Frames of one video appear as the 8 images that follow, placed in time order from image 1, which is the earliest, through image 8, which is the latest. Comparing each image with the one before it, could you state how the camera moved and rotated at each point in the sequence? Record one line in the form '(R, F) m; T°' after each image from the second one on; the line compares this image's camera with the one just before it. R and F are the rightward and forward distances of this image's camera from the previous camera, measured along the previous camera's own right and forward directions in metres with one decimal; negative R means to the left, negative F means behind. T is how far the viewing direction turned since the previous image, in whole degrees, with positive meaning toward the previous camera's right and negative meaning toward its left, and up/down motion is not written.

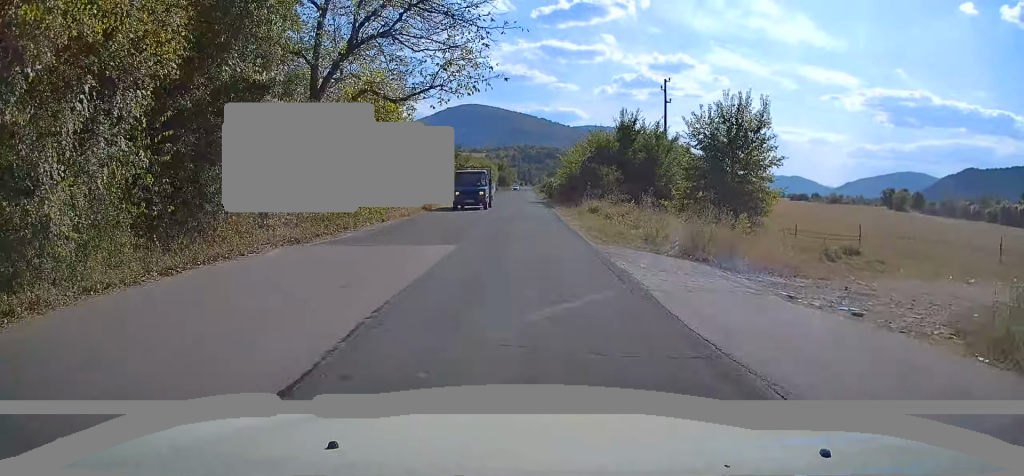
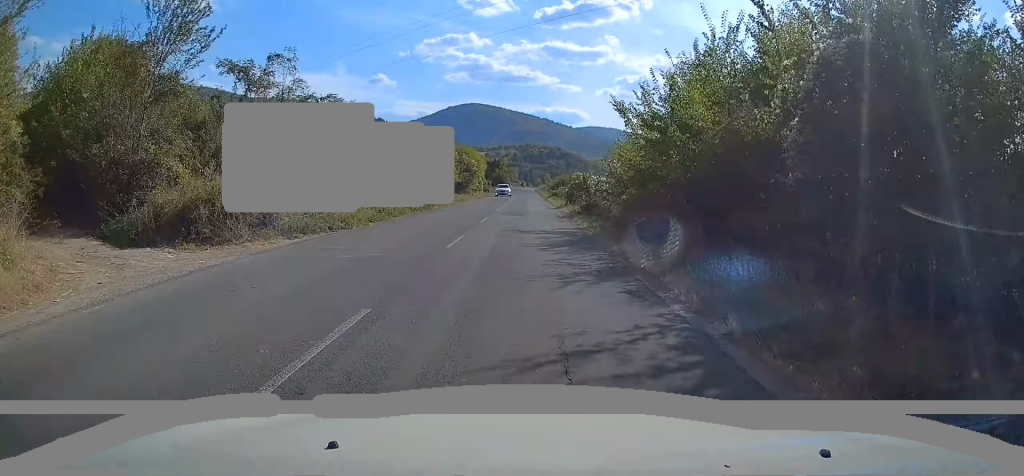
(-0.4, +38.5) m; -1°
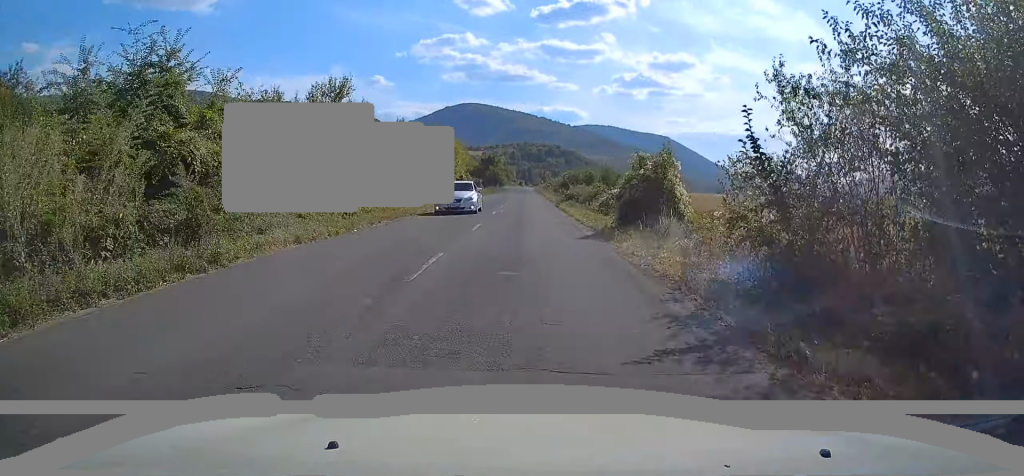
(+0.1, +22.3) m; 0°
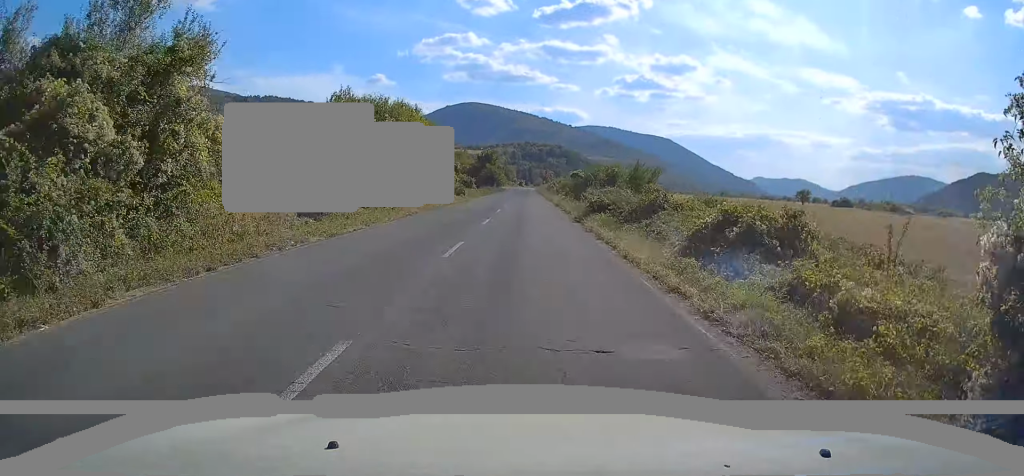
(0.0, +15.0) m; 0°
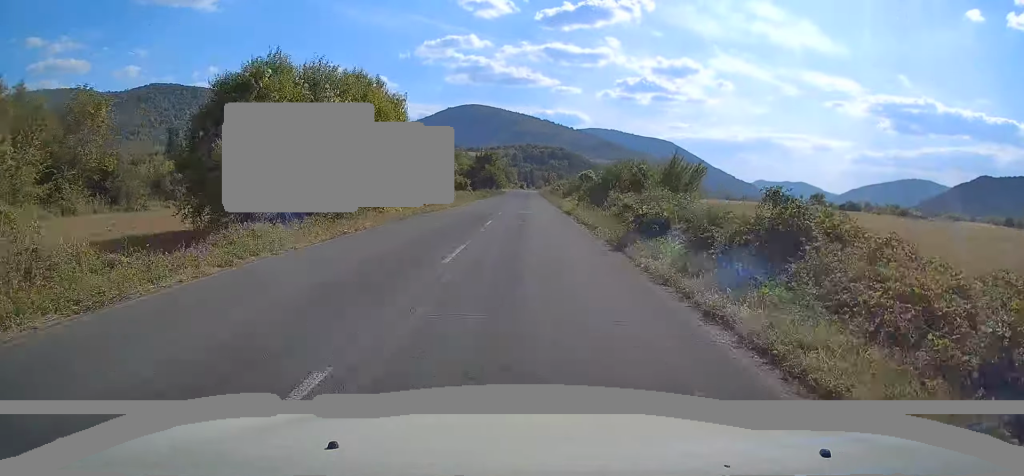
(0.0, +9.8) m; 0°
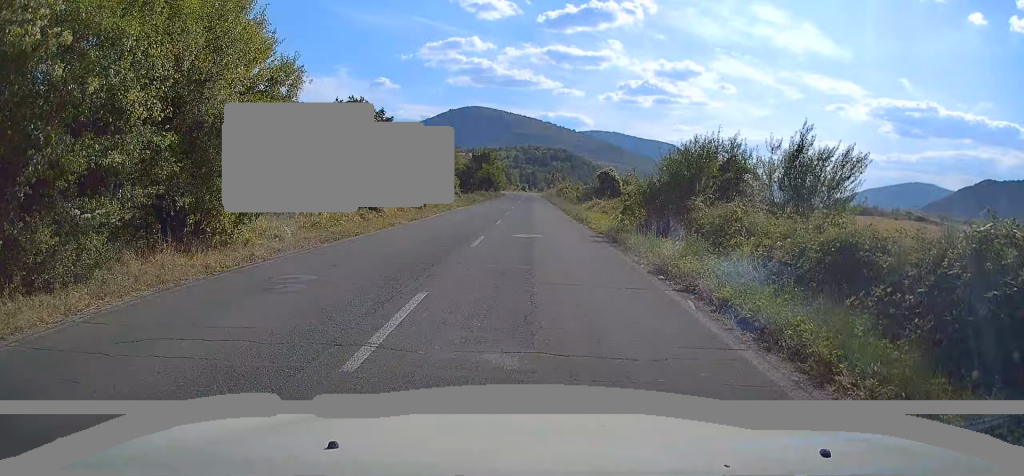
(0.0, +15.1) m; 0°
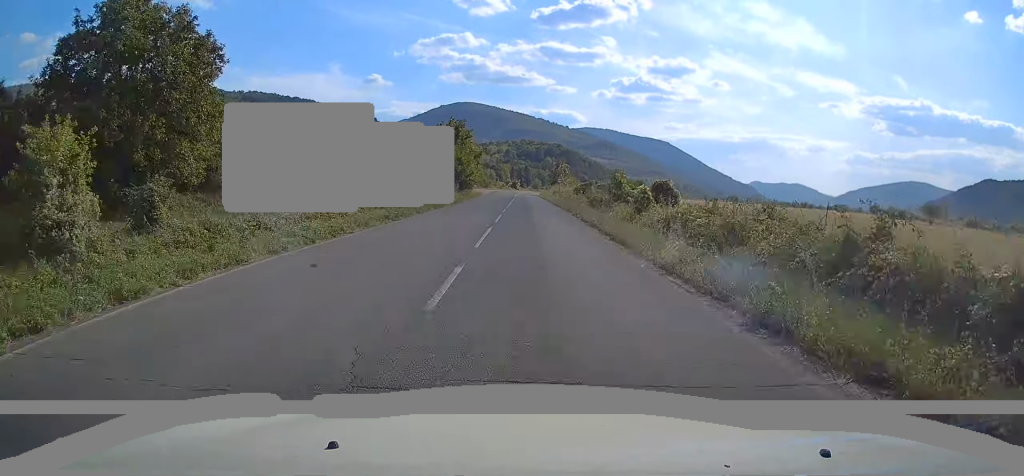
(+0.5, +51.9) m; +2°
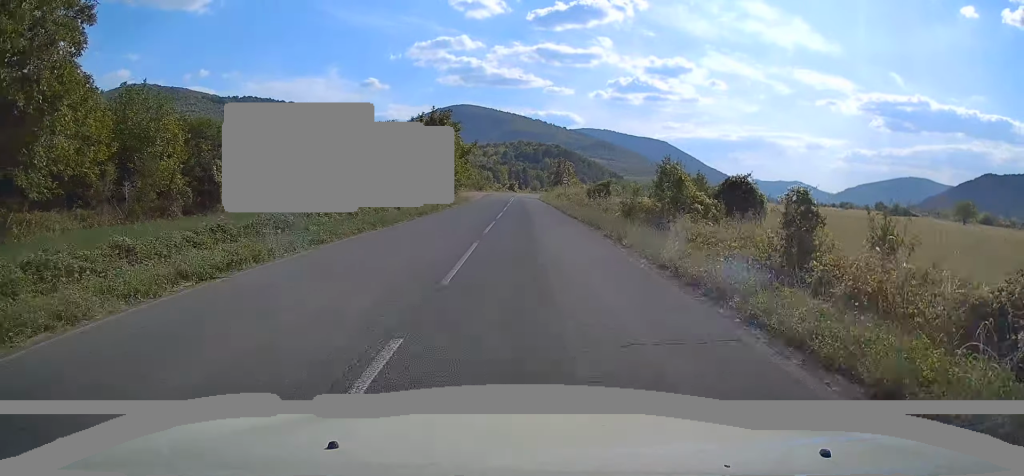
(+0.3, +13.5) m; 0°
